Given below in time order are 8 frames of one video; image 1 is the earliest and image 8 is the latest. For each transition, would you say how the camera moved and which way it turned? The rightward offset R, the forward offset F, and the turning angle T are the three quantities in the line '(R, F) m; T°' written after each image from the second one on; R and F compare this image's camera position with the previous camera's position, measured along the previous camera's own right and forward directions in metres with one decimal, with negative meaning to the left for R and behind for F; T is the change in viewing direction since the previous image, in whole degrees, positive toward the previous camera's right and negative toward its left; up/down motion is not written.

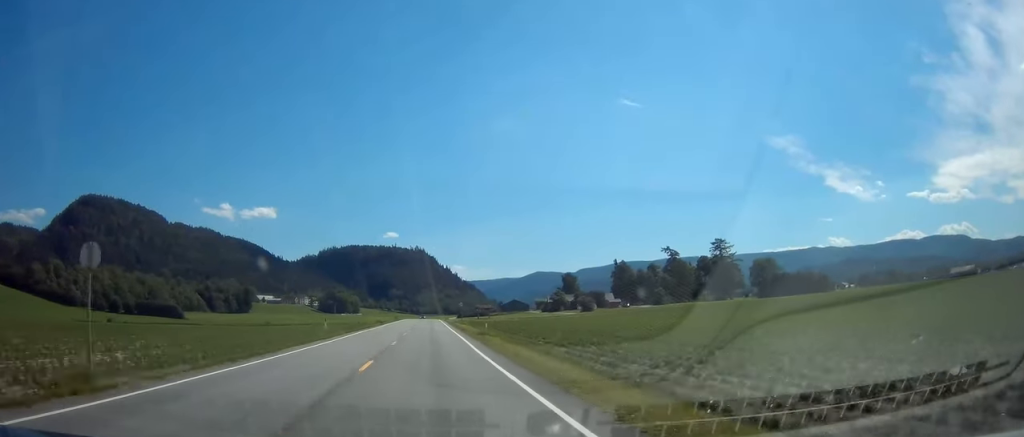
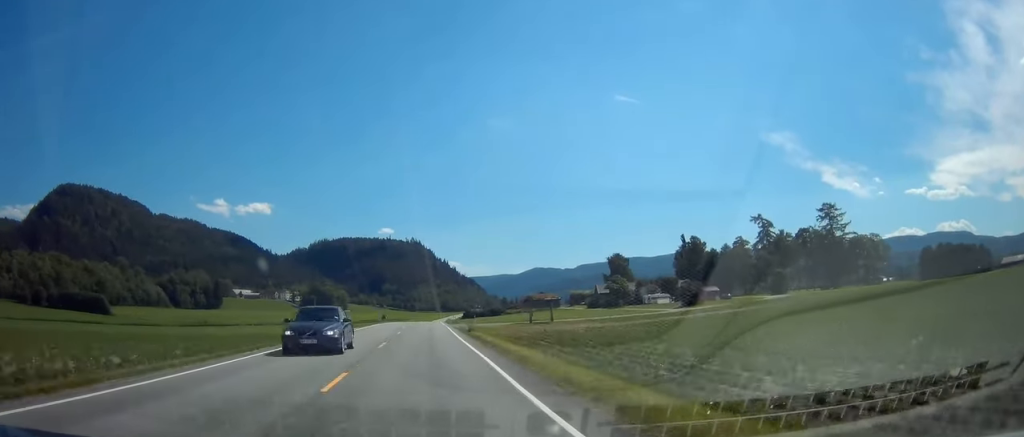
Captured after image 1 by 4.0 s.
(-1.1, +90.3) m; +1°
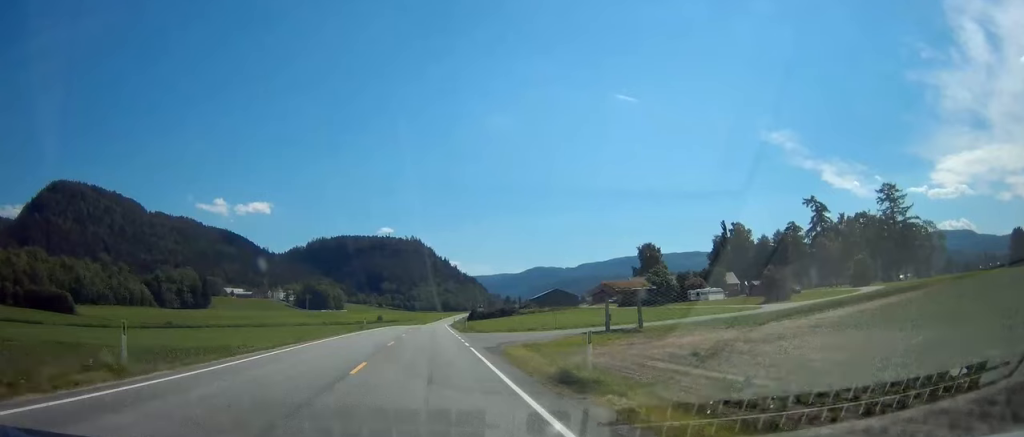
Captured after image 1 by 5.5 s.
(+0.3, +33.5) m; -1°
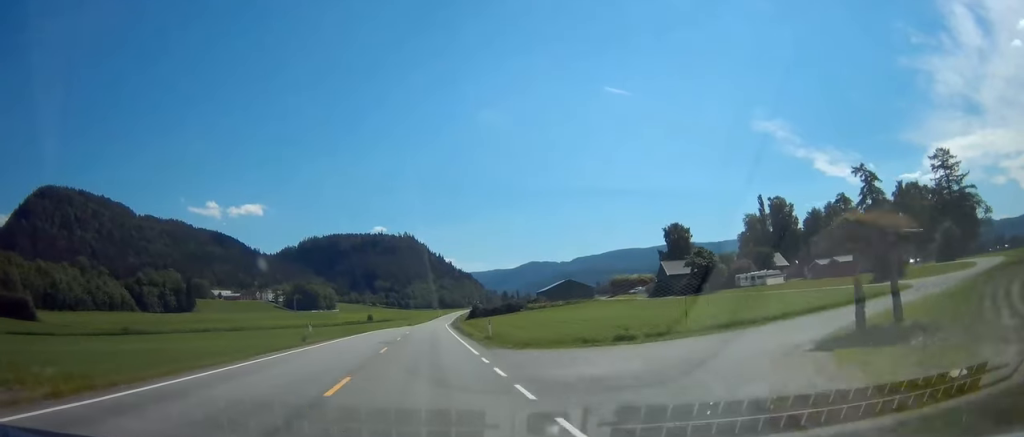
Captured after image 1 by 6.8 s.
(-1.0, +28.7) m; -1°
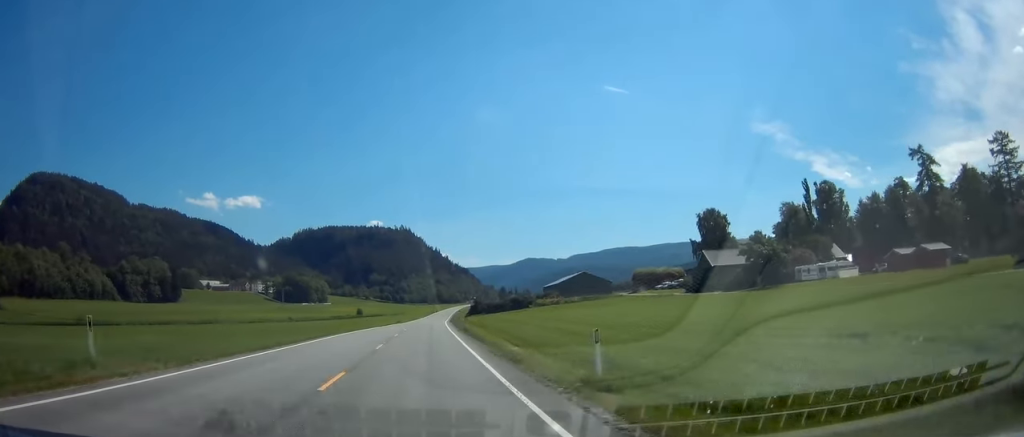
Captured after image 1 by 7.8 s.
(+0.1, +24.8) m; 0°
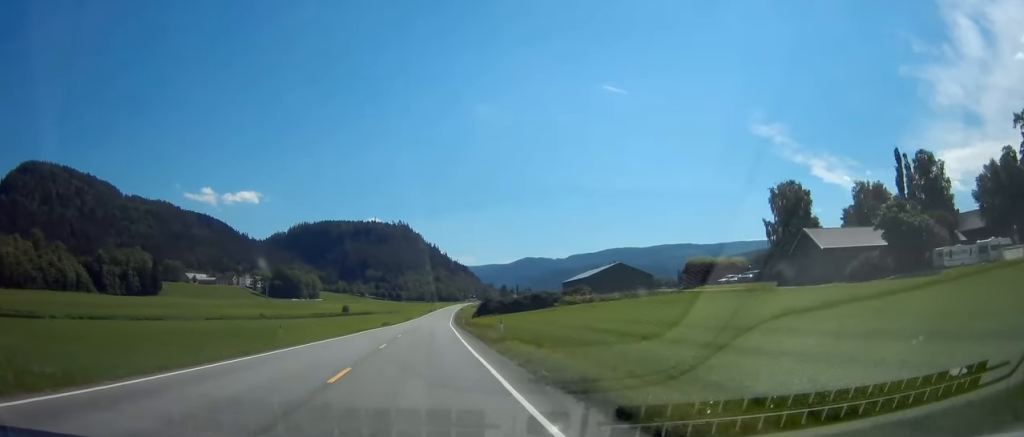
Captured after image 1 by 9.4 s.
(+0.3, +34.6) m; +1°
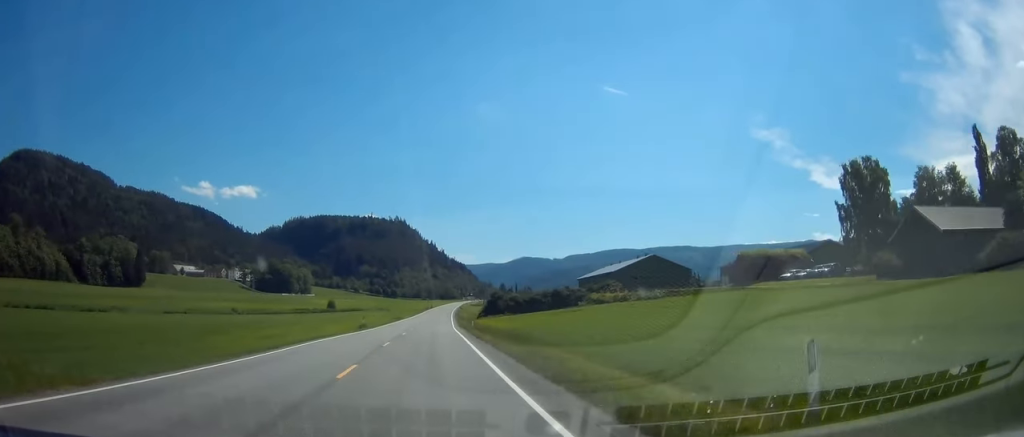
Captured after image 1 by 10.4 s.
(+0.1, +23.5) m; +1°
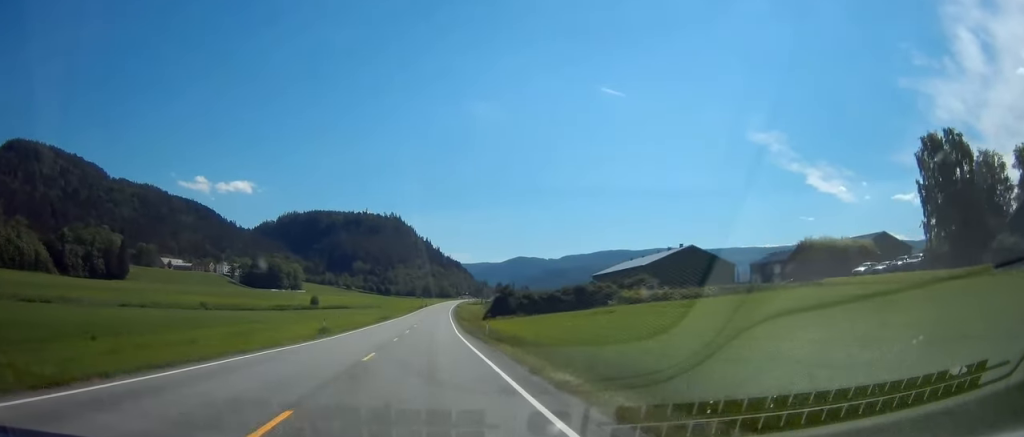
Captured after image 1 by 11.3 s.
(-0.1, +20.3) m; +1°
